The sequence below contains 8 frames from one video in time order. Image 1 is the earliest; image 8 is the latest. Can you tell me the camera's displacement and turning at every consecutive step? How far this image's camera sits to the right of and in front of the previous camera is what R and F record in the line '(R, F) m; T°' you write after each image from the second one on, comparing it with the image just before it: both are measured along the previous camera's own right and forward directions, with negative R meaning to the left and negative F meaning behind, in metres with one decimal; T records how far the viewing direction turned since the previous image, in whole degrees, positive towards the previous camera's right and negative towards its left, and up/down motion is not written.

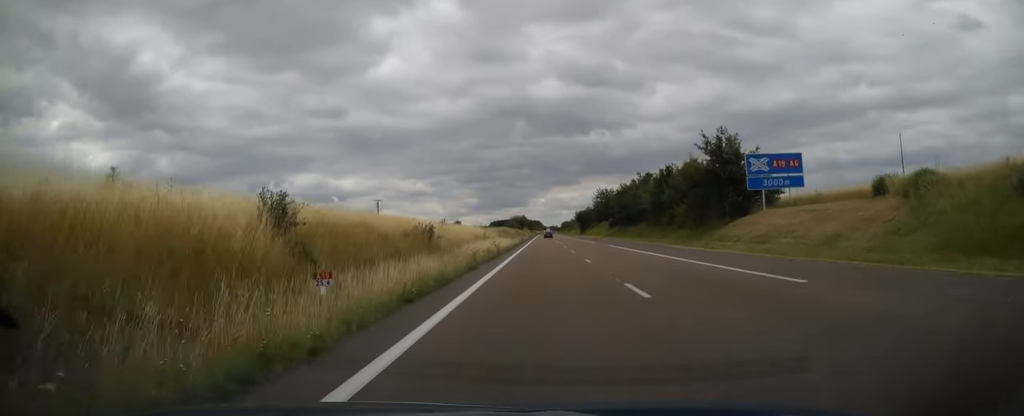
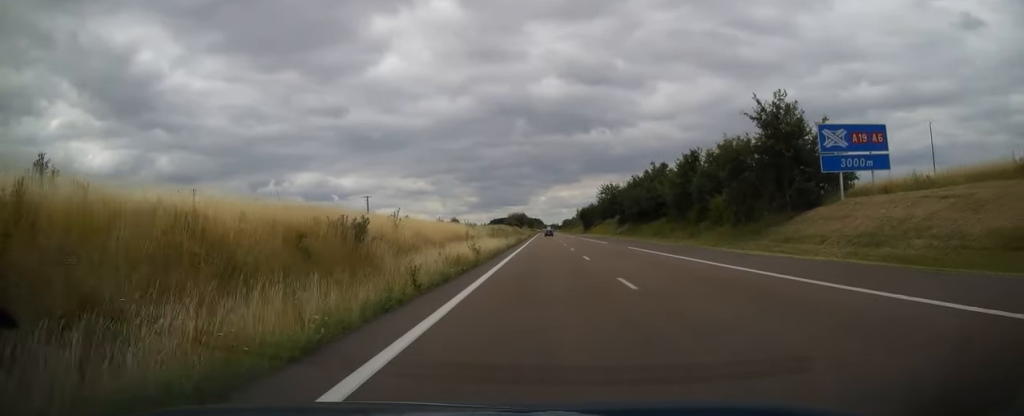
(0.0, +11.7) m; 0°
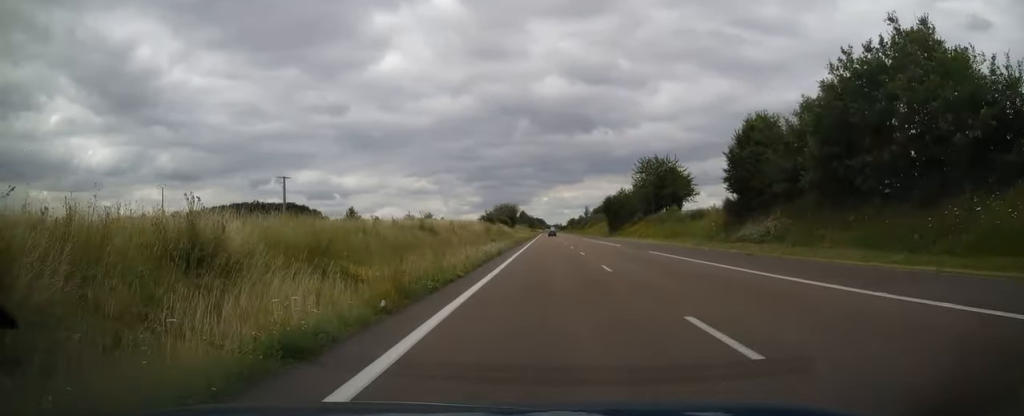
(0.0, +59.7) m; 0°
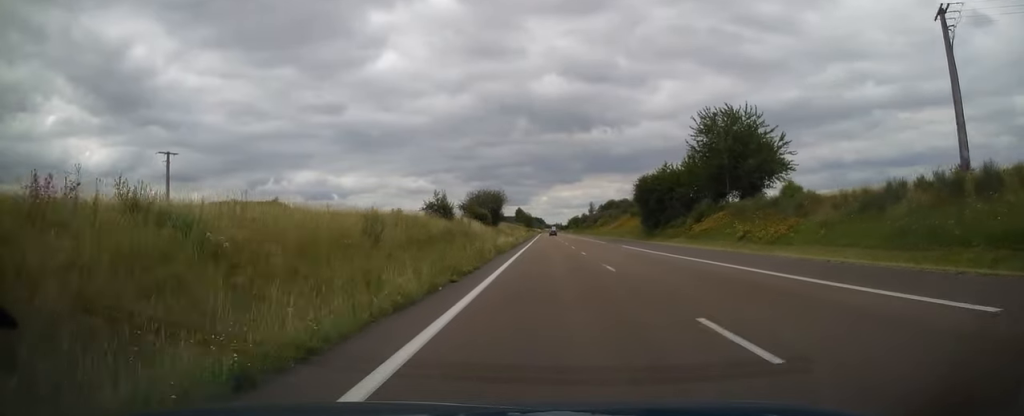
(-0.1, +39.7) m; 0°
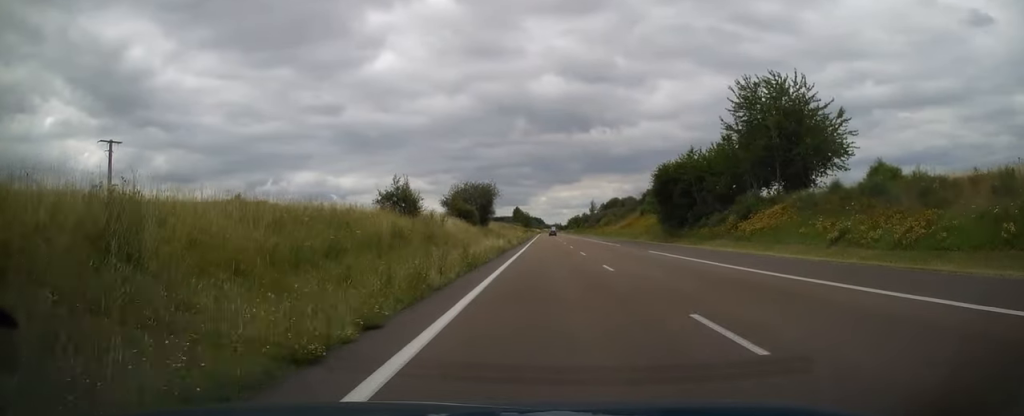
(0.0, +12.7) m; 0°
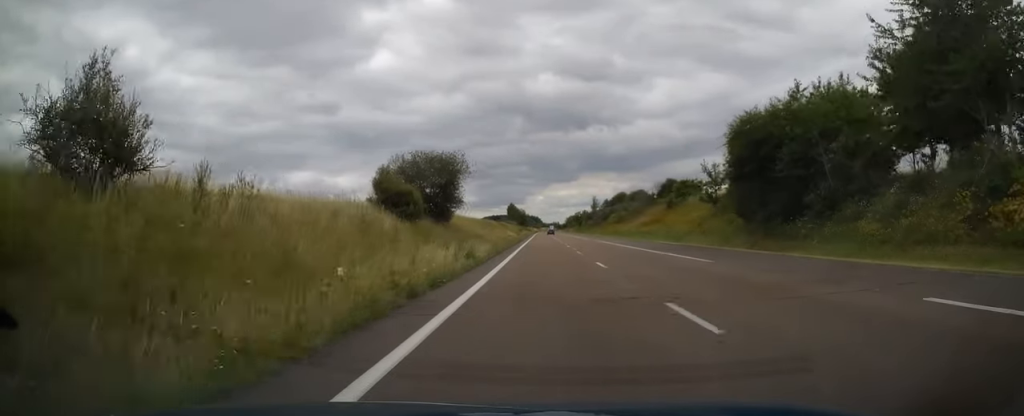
(0.0, +25.0) m; 0°
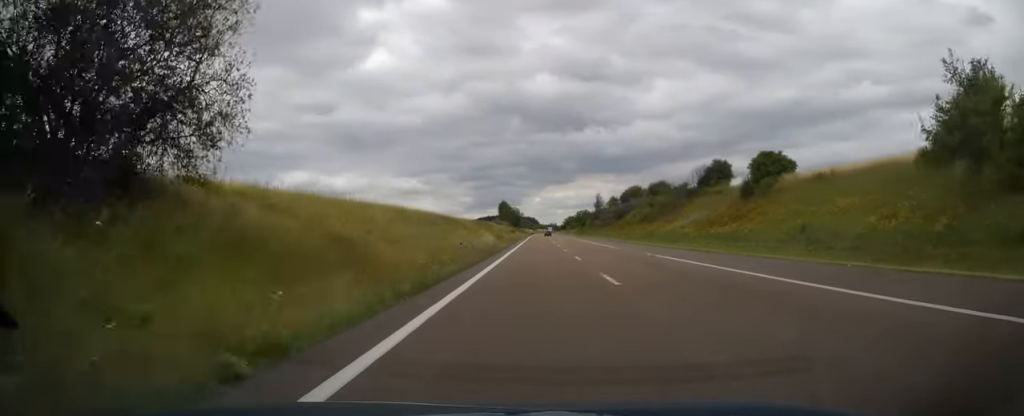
(+0.1, +32.4) m; +1°
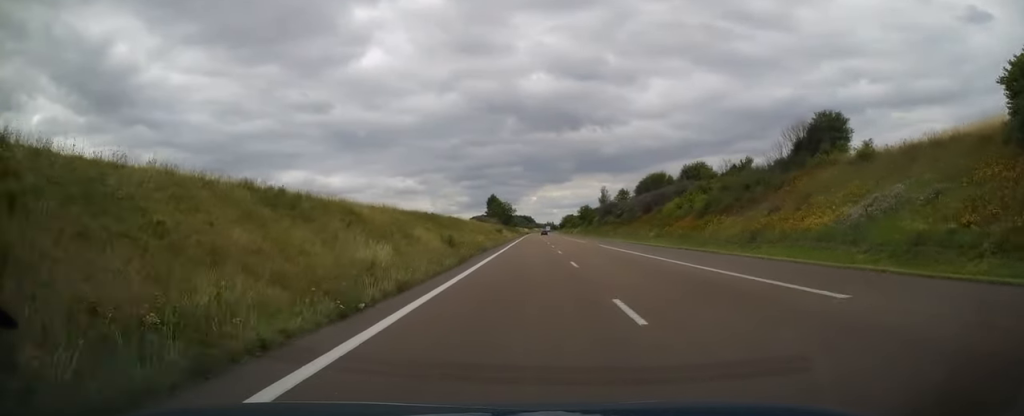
(+0.3, +32.3) m; 0°
